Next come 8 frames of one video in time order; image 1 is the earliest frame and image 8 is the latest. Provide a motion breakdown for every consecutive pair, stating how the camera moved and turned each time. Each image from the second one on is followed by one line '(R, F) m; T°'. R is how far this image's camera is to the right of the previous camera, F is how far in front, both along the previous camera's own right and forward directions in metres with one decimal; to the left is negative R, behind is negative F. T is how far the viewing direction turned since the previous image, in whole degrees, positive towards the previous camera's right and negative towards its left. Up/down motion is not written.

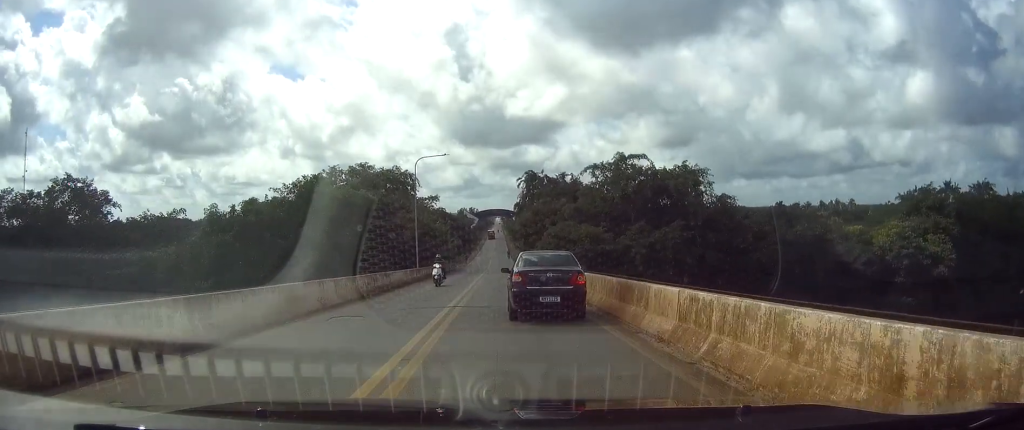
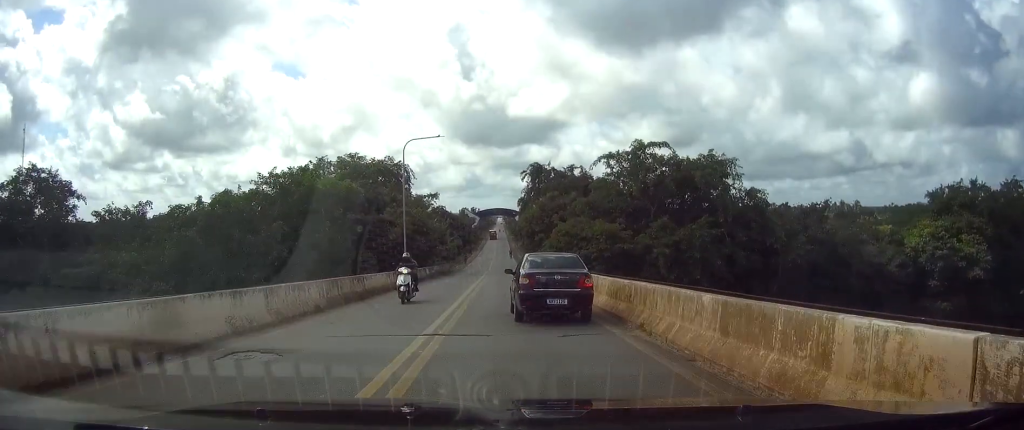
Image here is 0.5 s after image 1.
(0.0, +6.6) m; 0°
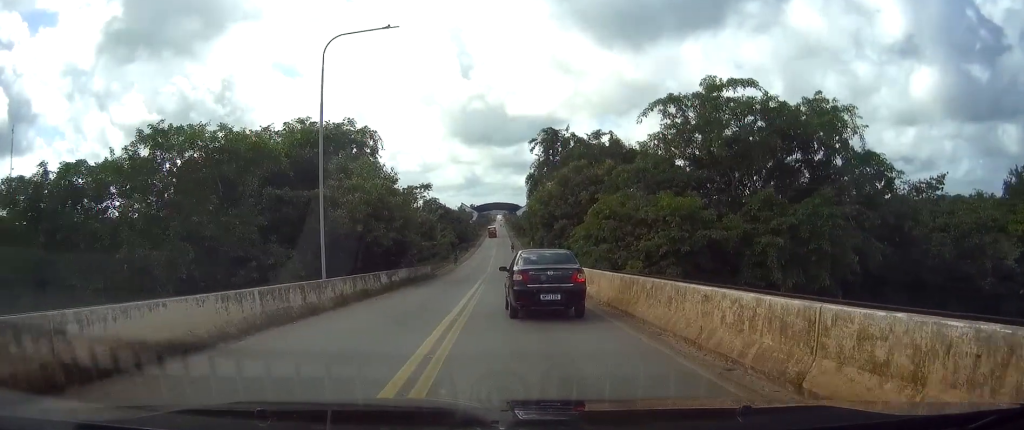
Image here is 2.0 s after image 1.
(0.0, +18.7) m; 0°
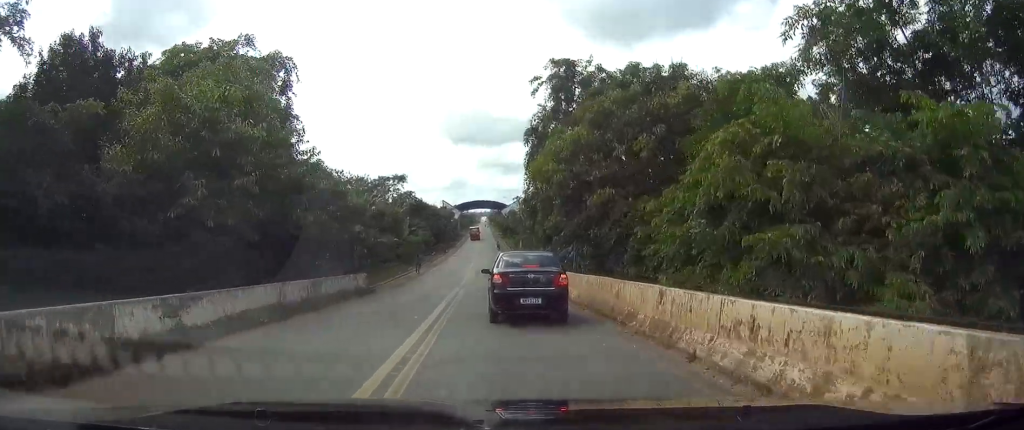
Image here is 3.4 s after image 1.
(+0.1, +19.4) m; 0°
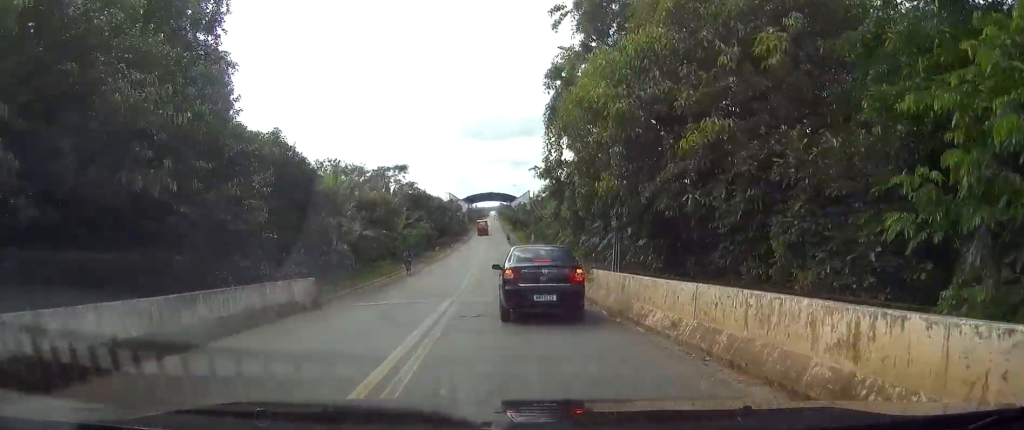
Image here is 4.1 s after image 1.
(0.0, +9.3) m; 0°
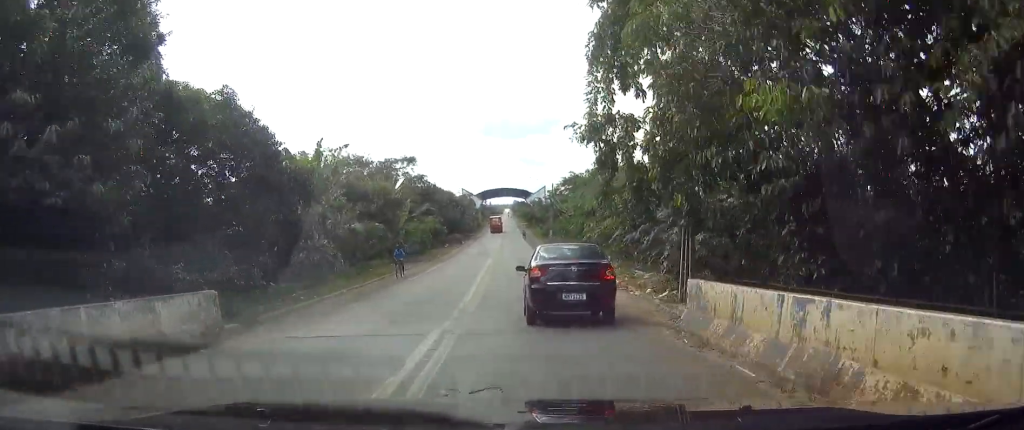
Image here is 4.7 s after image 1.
(0.0, +8.2) m; 0°
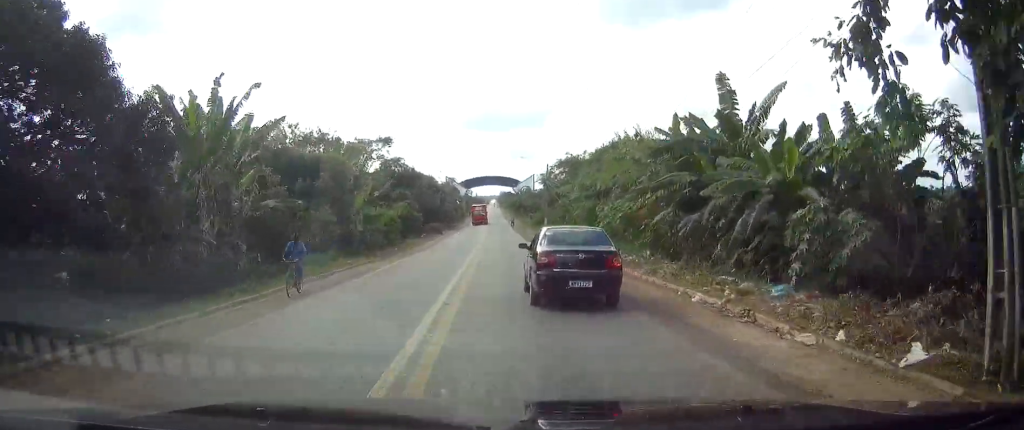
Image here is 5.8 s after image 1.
(-0.1, +14.2) m; 0°
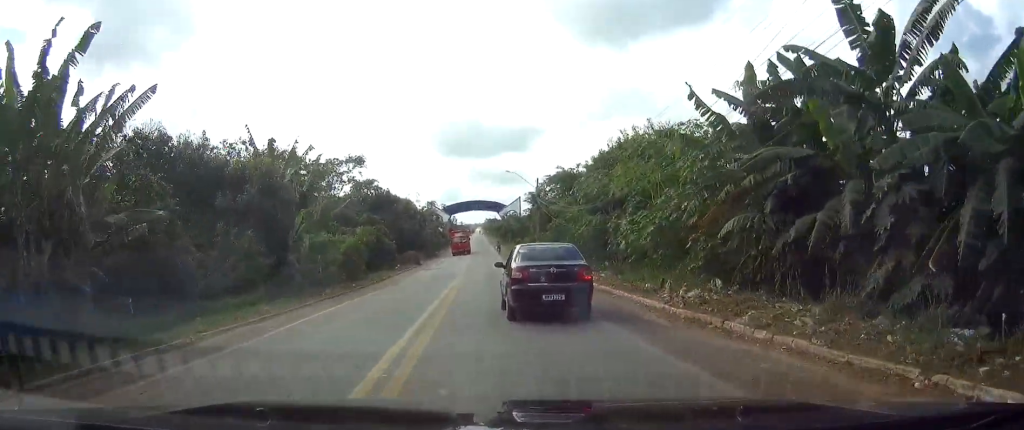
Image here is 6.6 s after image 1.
(-0.1, +10.5) m; +1°
